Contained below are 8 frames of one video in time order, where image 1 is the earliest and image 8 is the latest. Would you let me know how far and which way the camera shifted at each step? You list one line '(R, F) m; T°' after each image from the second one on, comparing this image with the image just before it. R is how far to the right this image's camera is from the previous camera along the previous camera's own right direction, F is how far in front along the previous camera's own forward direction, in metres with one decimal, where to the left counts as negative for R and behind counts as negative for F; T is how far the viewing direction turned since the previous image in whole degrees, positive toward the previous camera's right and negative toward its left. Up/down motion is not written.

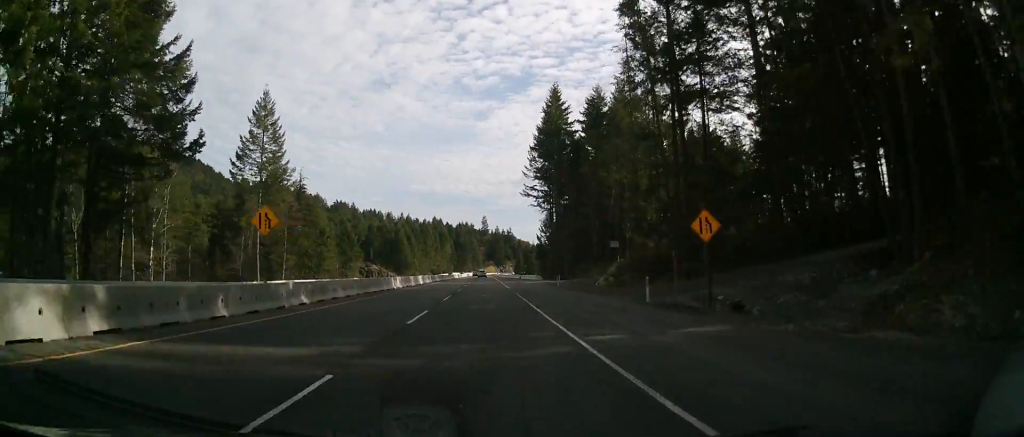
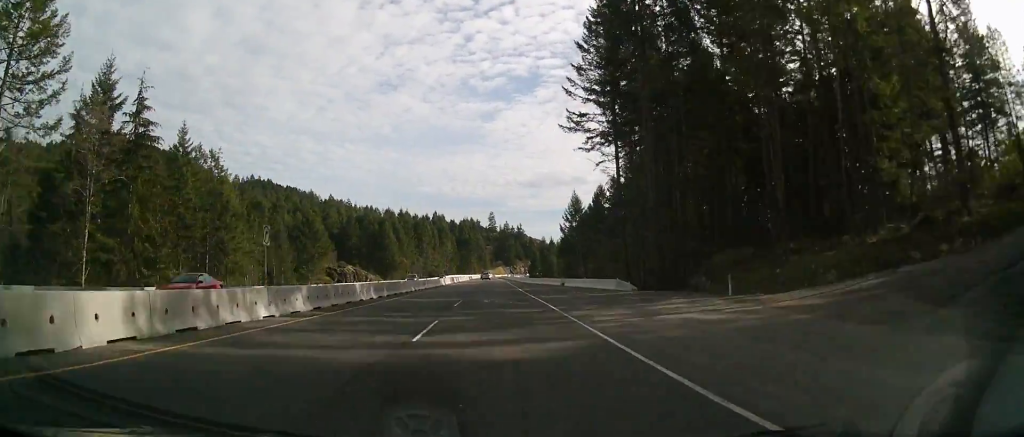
(+0.5, +54.9) m; 0°
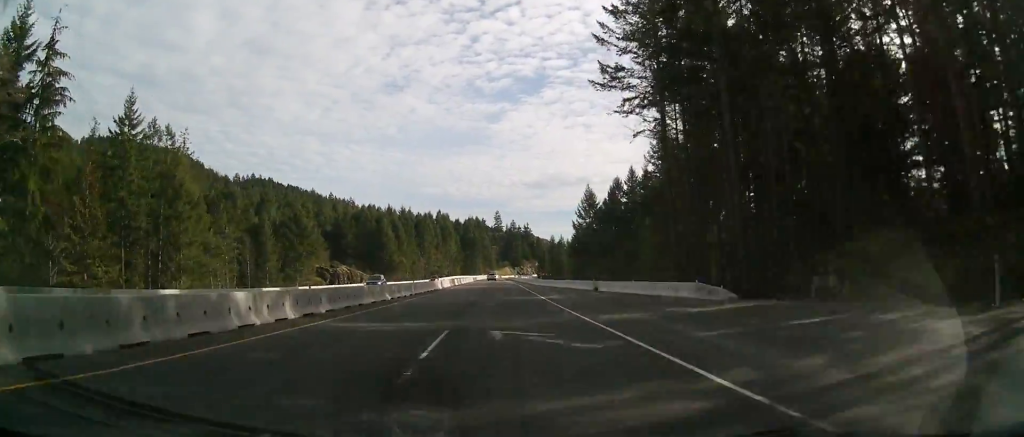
(-0.1, +15.1) m; 0°
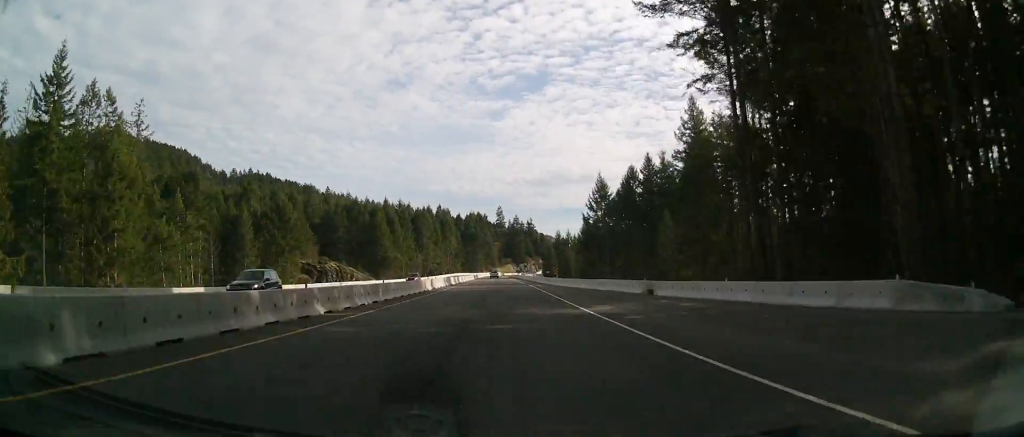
(+0.3, +14.4) m; 0°
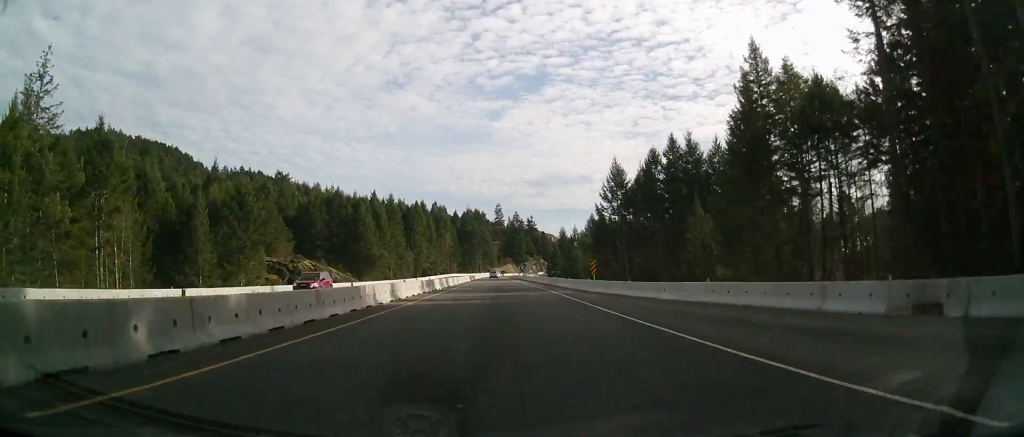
(-0.4, +20.9) m; -1°
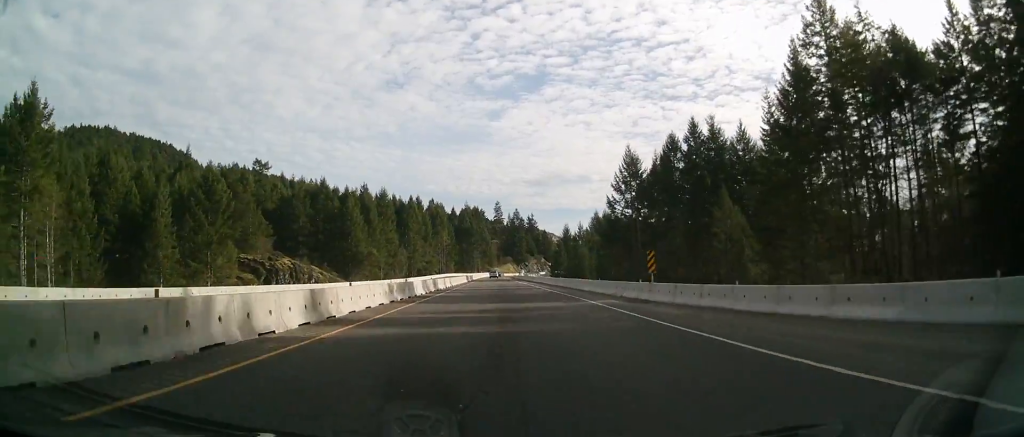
(-0.1, +13.8) m; 0°
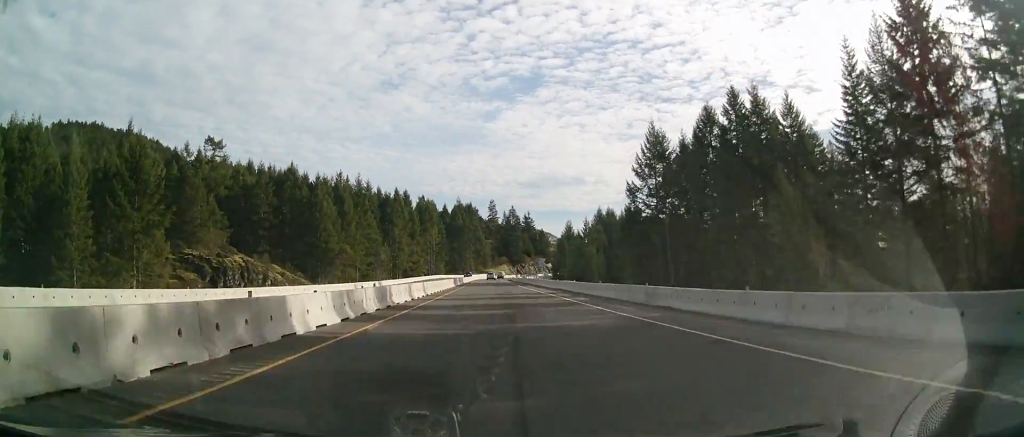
(+0.1, +22.0) m; +1°
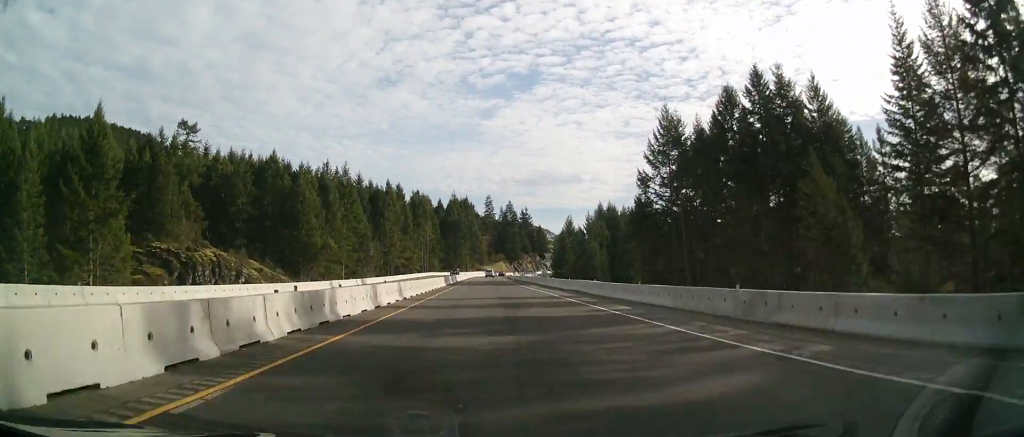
(+0.1, +9.9) m; +1°
